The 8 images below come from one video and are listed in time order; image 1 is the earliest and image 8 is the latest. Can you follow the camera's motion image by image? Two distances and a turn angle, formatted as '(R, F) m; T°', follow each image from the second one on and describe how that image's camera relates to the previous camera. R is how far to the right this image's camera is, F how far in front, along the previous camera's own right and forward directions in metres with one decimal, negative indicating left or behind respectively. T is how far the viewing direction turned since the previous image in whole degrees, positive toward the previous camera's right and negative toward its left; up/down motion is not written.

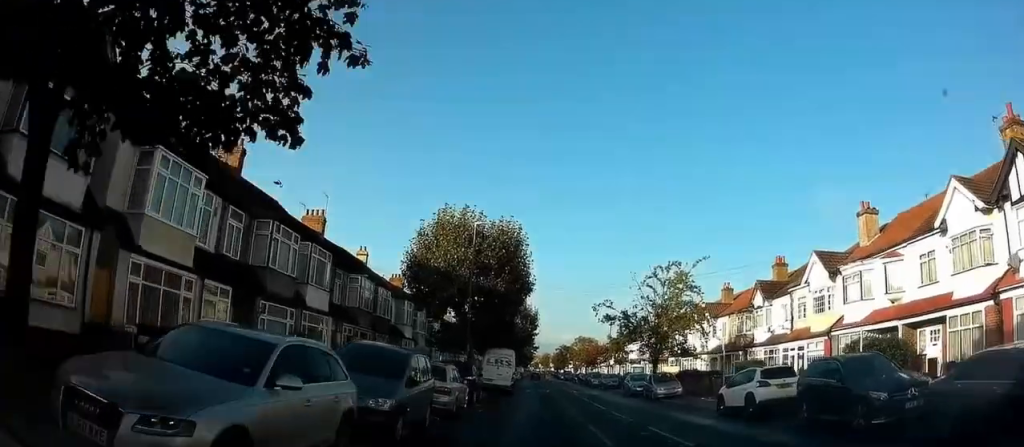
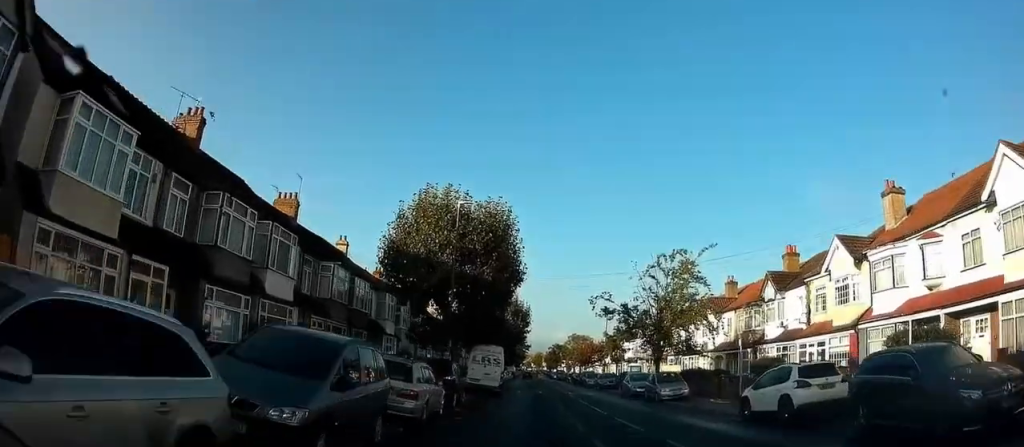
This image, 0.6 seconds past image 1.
(0.0, +3.3) m; 0°
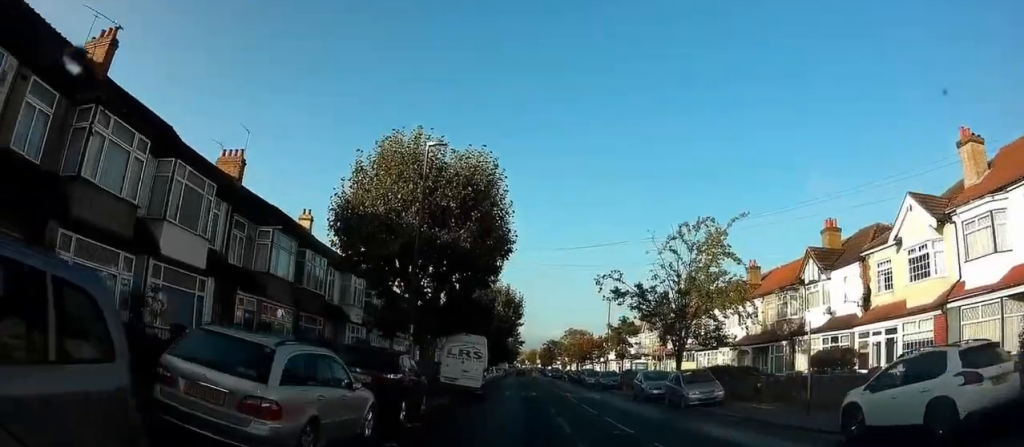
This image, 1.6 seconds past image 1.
(+0.1, +6.8) m; +1°
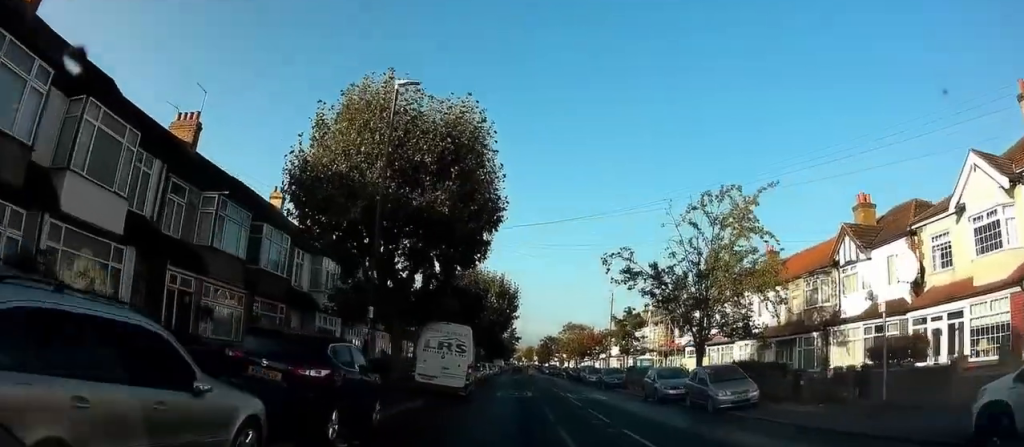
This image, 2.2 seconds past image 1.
(0.0, +3.9) m; 0°
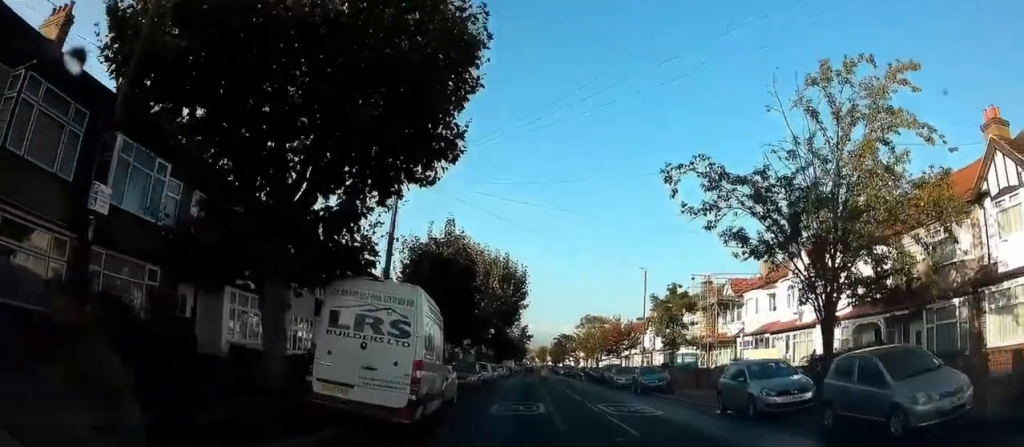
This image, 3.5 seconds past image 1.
(0.0, +6.9) m; 0°
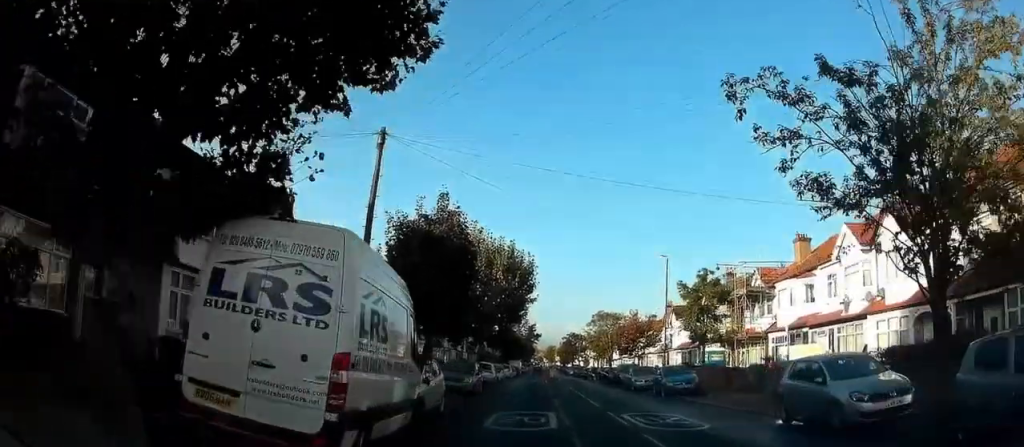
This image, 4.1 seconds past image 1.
(0.0, +3.3) m; 0°
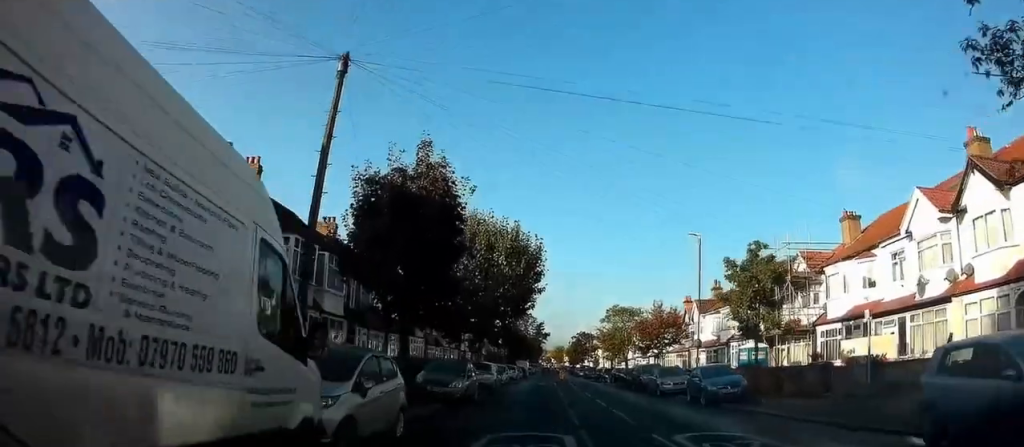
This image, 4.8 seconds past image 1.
(0.0, +4.9) m; 0°
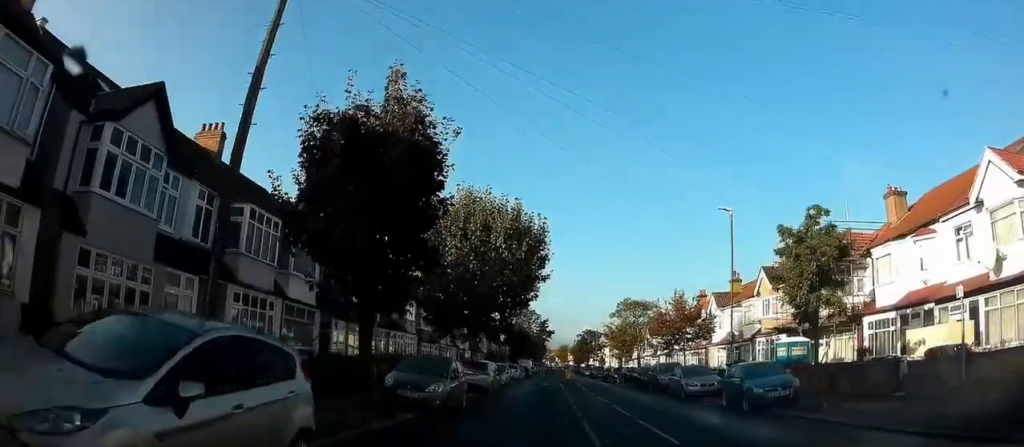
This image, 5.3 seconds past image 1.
(0.0, +4.7) m; -1°
